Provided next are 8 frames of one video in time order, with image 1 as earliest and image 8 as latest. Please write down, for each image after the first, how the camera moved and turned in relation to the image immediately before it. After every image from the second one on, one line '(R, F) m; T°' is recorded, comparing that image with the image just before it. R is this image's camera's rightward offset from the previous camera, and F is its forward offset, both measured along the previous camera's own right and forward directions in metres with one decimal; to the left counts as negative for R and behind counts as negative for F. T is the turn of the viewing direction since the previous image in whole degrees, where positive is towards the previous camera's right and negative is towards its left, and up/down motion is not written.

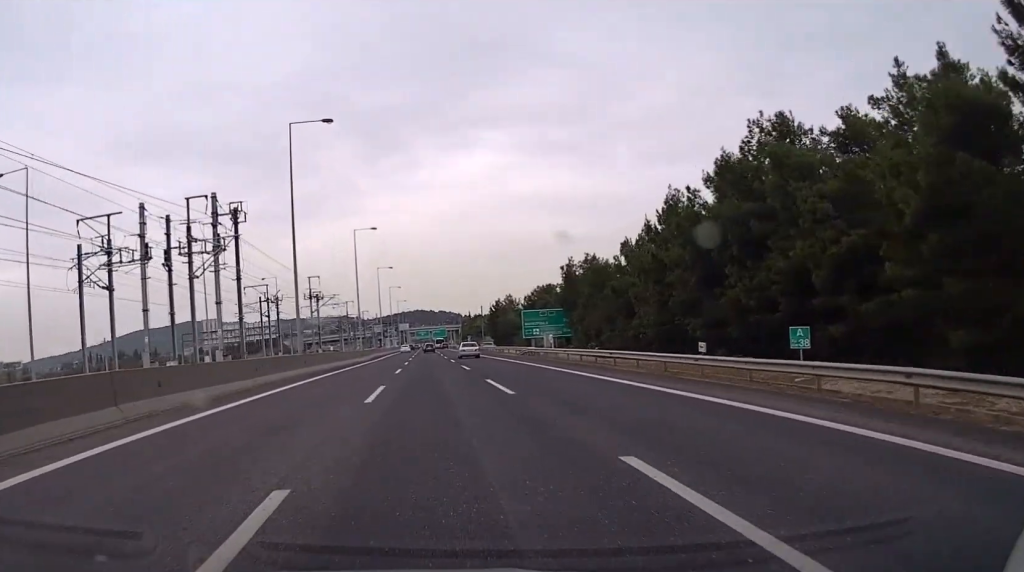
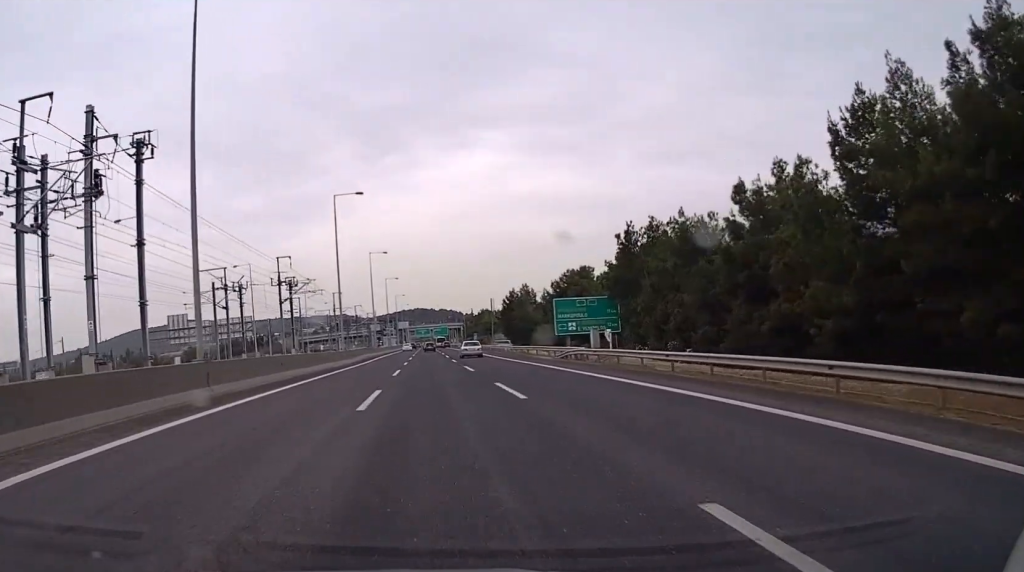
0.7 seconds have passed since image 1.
(+0.1, +20.9) m; 0°
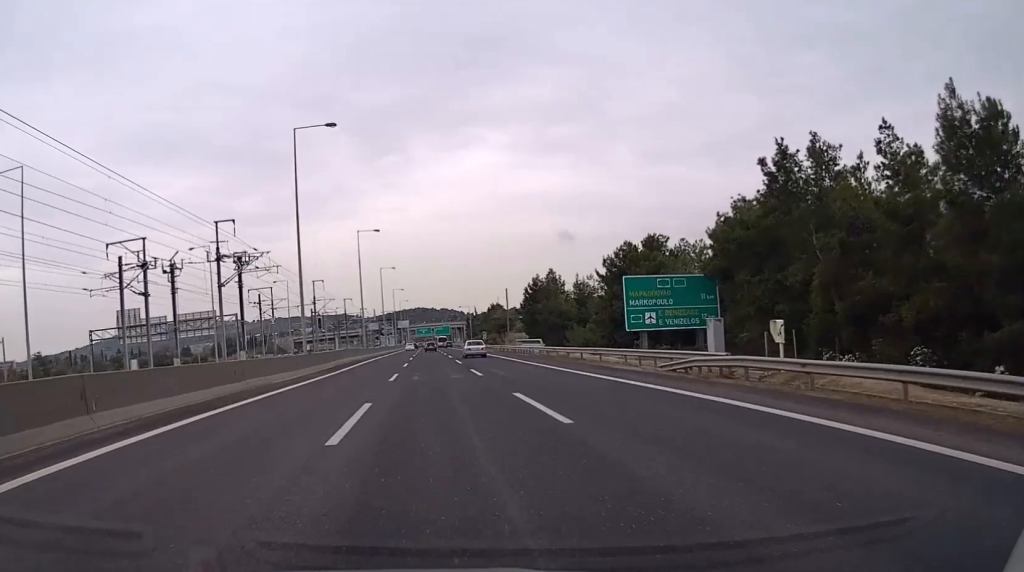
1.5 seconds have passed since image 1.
(-0.2, +22.8) m; 0°
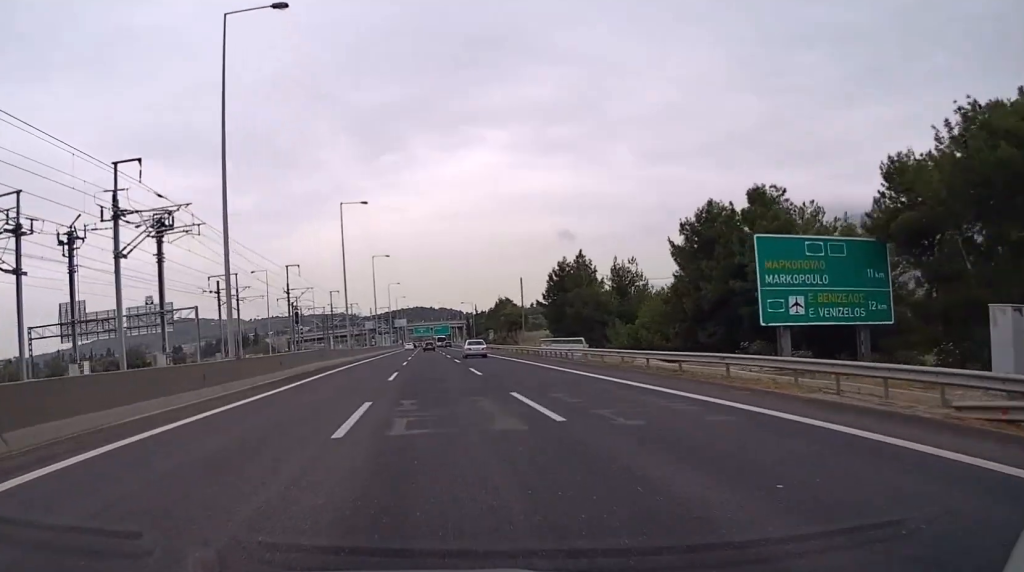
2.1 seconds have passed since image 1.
(0.0, +17.9) m; 0°
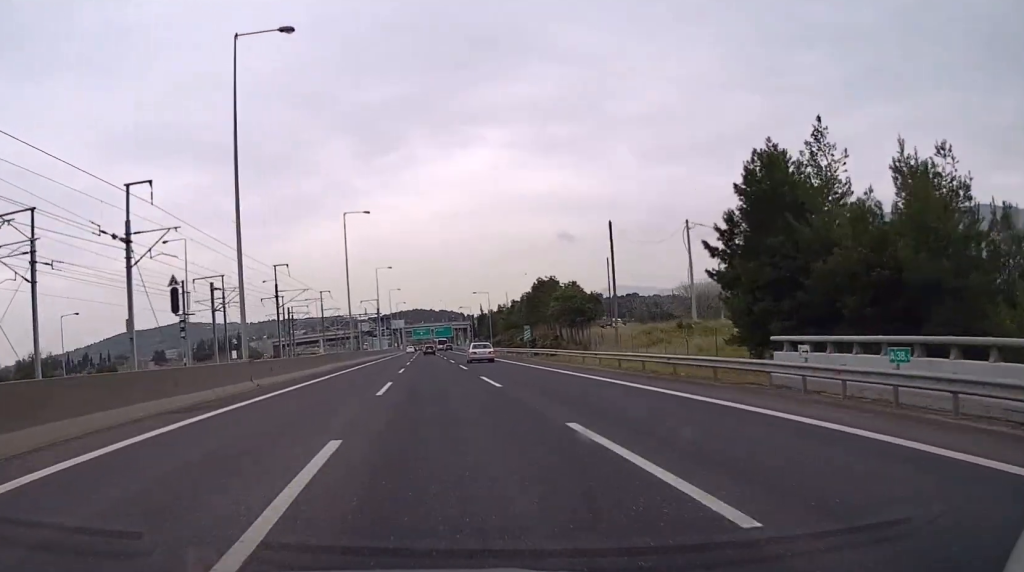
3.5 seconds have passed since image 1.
(+0.1, +43.8) m; 0°
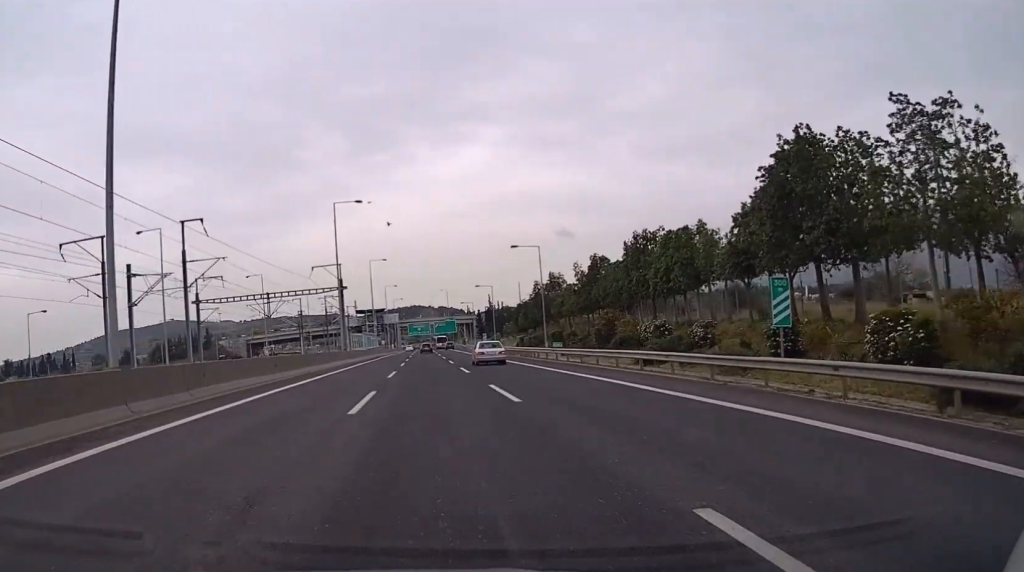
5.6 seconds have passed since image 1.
(+0.3, +60.8) m; 0°
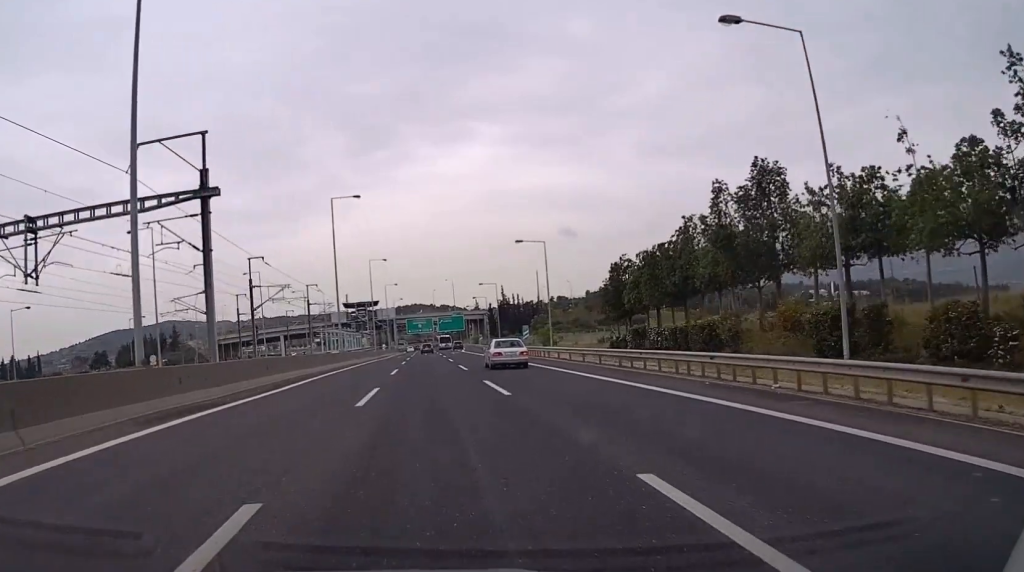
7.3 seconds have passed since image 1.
(0.0, +52.7) m; 0°
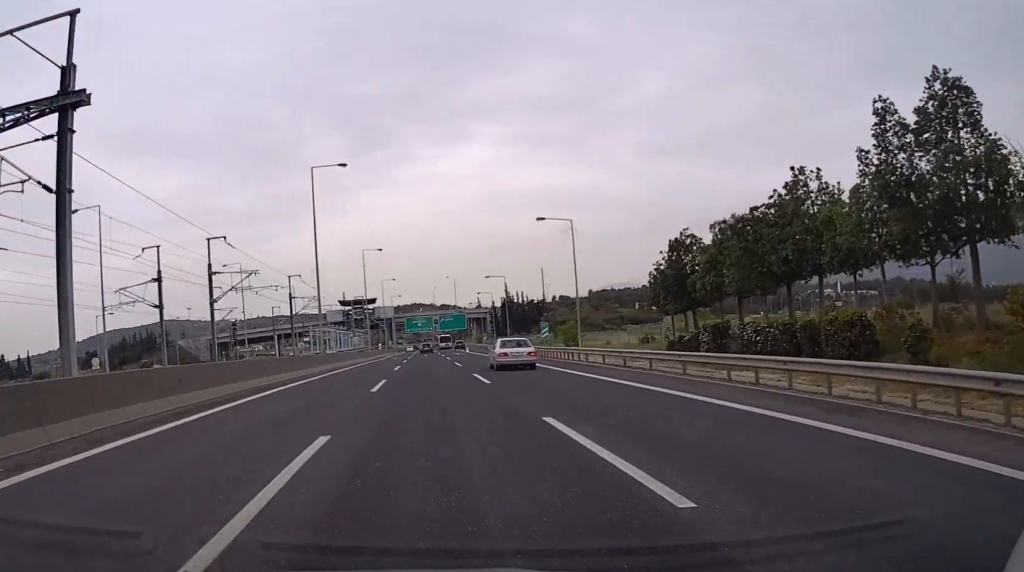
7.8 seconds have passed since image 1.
(+0.1, +12.9) m; 0°
